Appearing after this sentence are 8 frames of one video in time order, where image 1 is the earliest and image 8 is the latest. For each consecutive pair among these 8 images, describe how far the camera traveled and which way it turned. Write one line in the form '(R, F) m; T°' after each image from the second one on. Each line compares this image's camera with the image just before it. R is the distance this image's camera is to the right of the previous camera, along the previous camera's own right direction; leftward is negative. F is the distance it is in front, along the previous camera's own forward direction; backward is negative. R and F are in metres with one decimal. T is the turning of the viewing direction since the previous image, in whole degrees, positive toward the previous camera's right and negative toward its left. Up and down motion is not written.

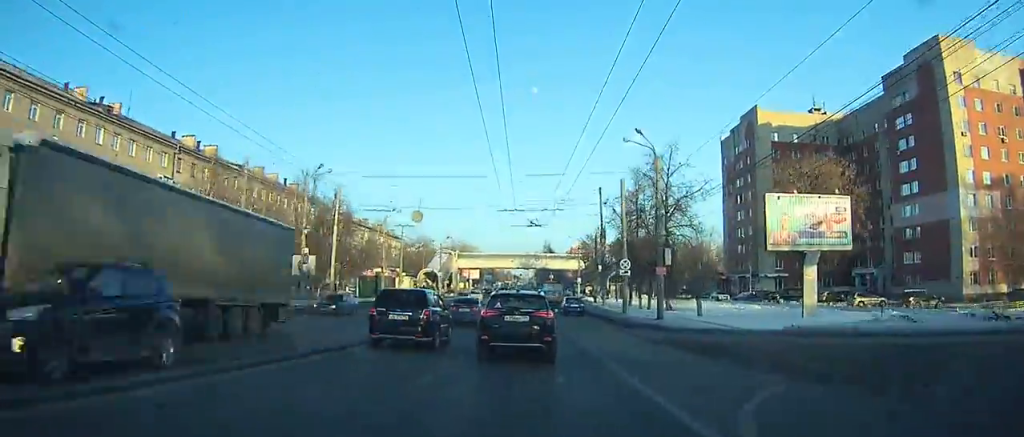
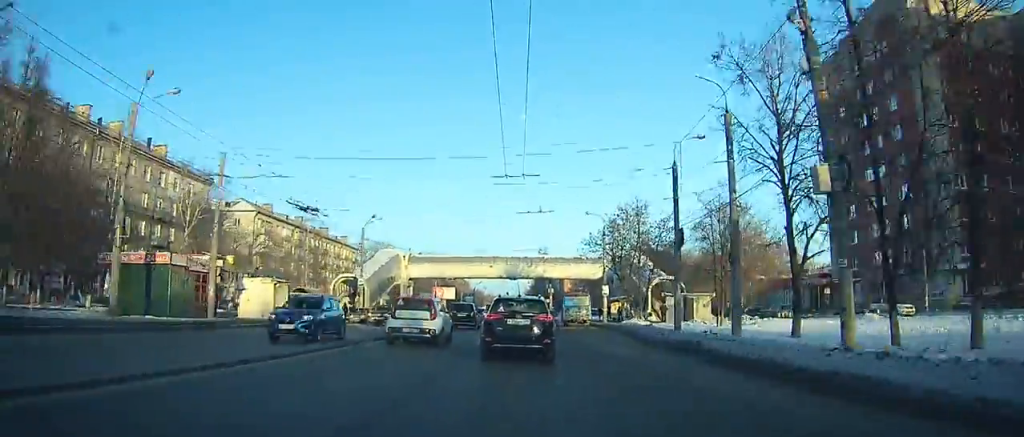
(0.0, +48.2) m; 0°
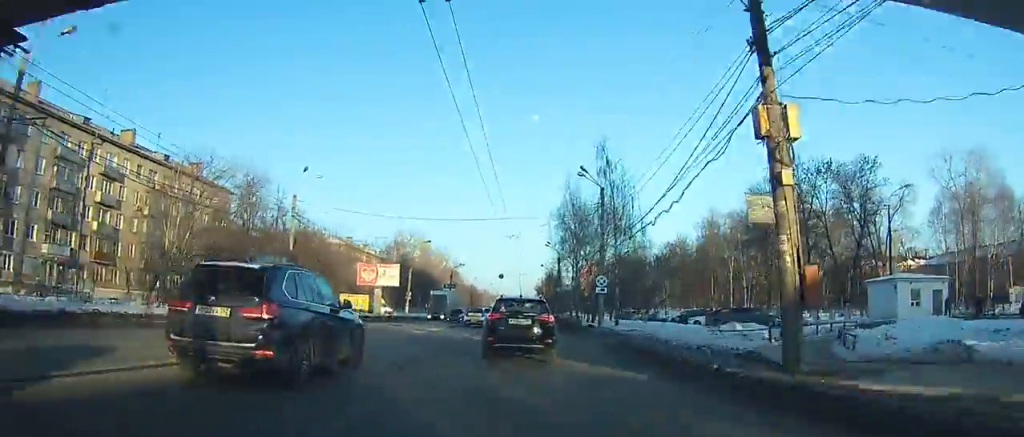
(+0.5, +81.6) m; +1°
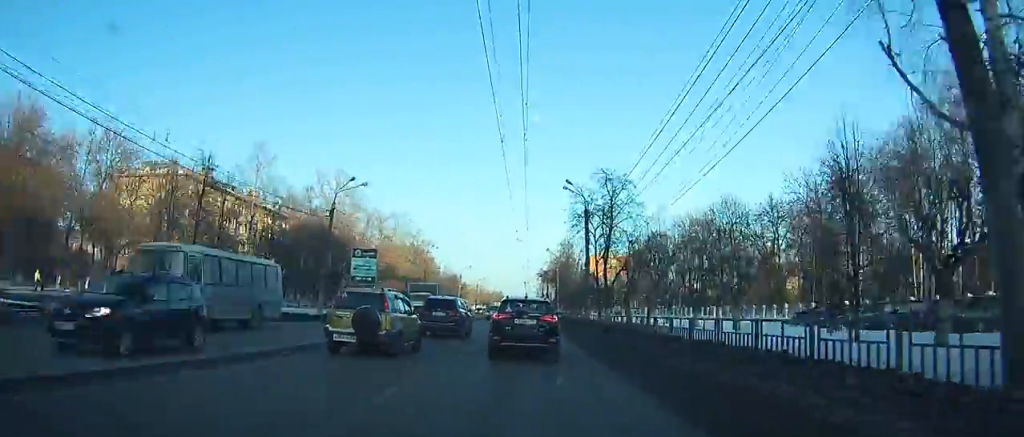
(-1.1, +68.2) m; -1°
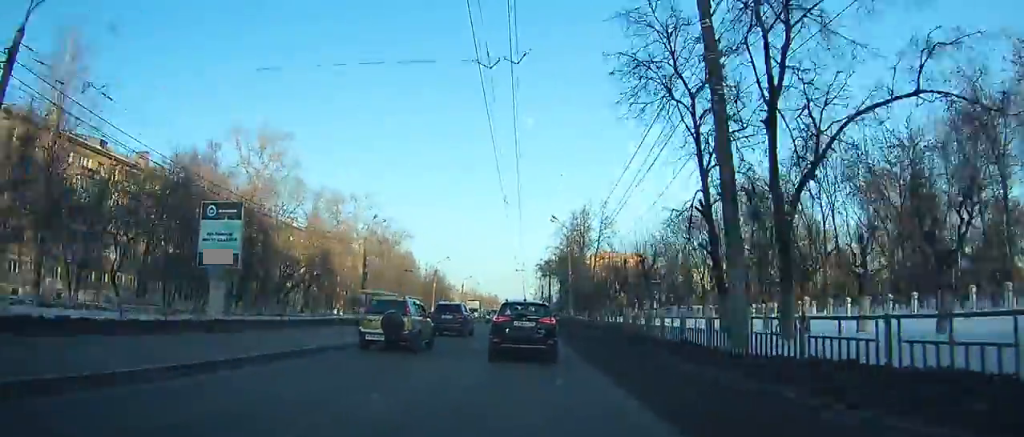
(+0.2, +30.6) m; +1°
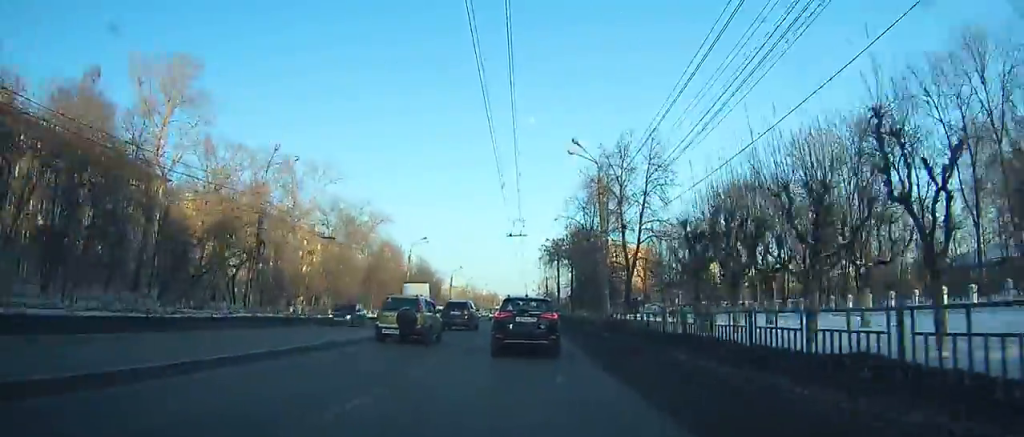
(+0.2, +24.1) m; 0°
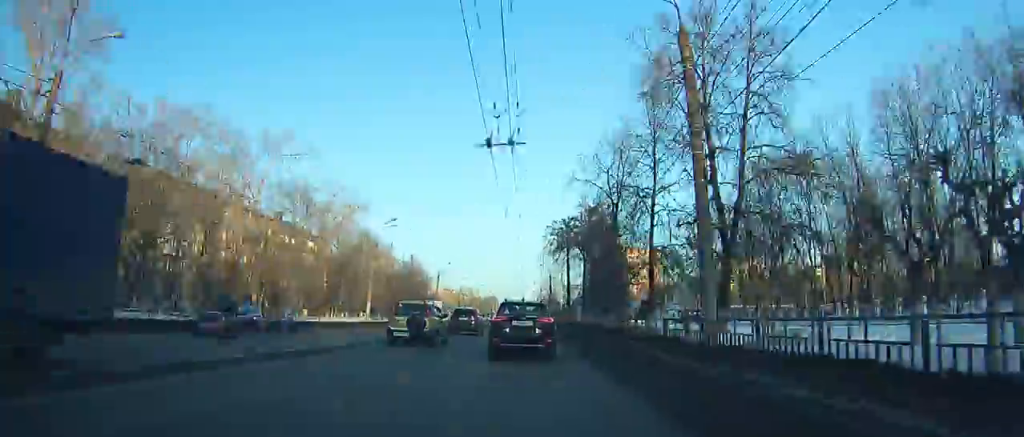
(+0.3, +19.4) m; 0°
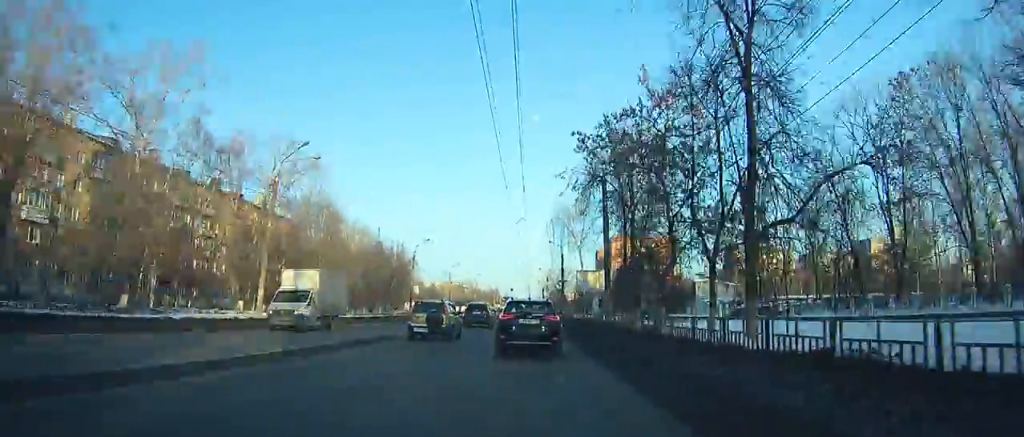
(0.0, +26.8) m; 0°
